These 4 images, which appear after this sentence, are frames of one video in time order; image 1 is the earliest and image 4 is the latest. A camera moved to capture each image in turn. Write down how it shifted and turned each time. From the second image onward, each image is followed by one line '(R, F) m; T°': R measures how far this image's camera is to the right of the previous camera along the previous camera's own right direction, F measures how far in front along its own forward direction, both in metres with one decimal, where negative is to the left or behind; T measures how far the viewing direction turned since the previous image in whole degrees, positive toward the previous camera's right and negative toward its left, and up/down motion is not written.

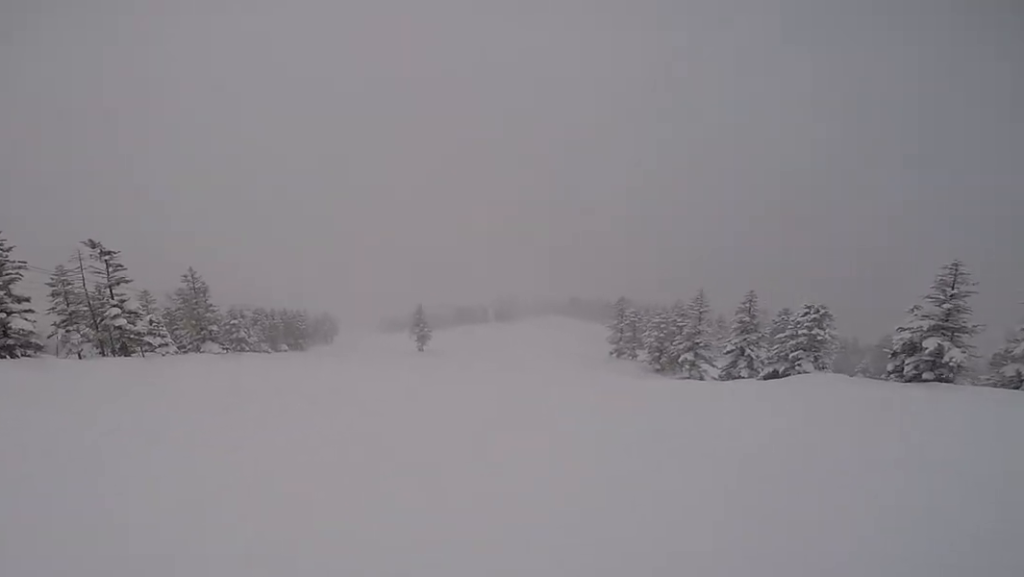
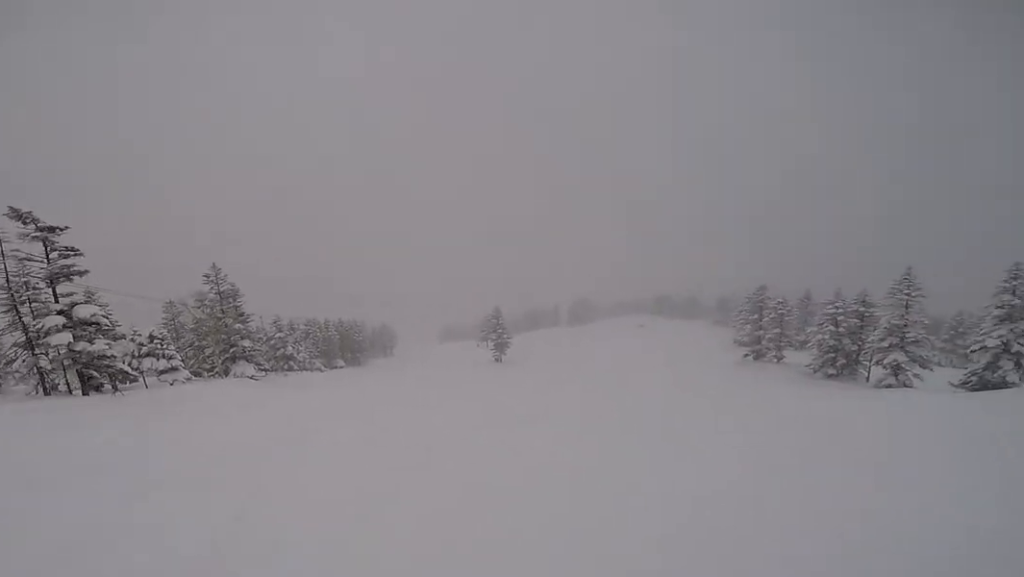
(-0.9, +12.5) m; -14°
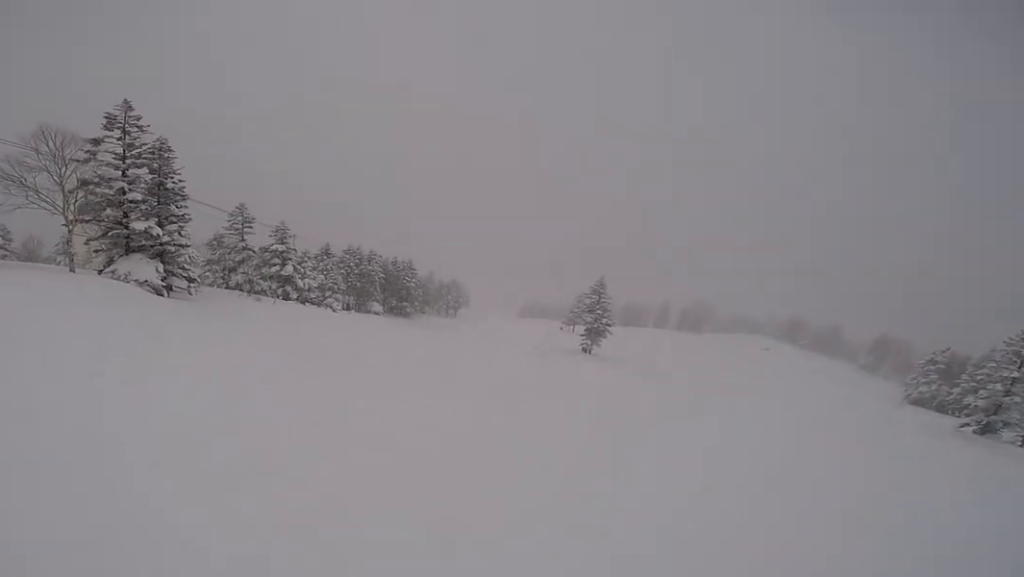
(+0.8, +16.3) m; +7°
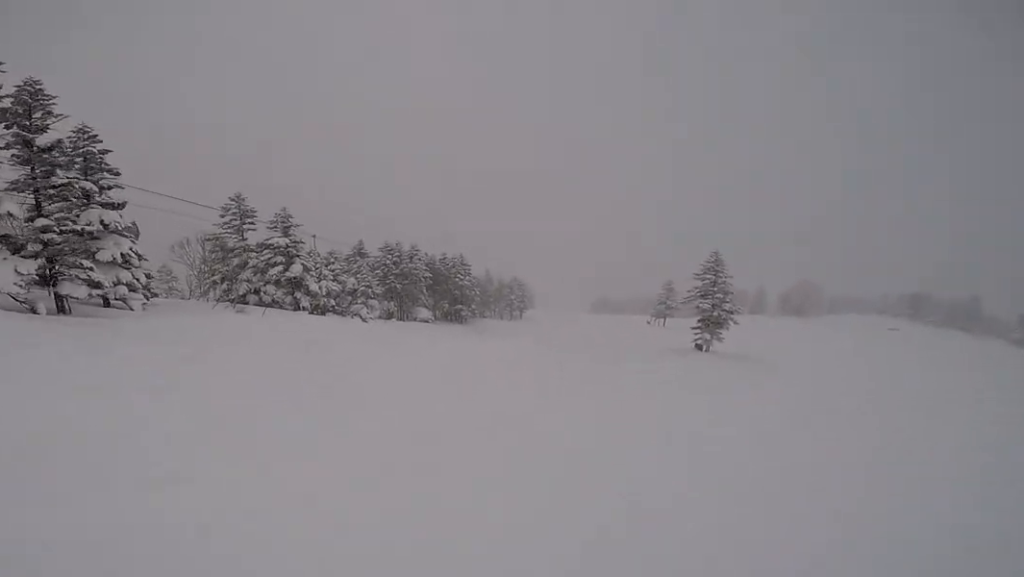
(-0.5, +9.6) m; -15°
